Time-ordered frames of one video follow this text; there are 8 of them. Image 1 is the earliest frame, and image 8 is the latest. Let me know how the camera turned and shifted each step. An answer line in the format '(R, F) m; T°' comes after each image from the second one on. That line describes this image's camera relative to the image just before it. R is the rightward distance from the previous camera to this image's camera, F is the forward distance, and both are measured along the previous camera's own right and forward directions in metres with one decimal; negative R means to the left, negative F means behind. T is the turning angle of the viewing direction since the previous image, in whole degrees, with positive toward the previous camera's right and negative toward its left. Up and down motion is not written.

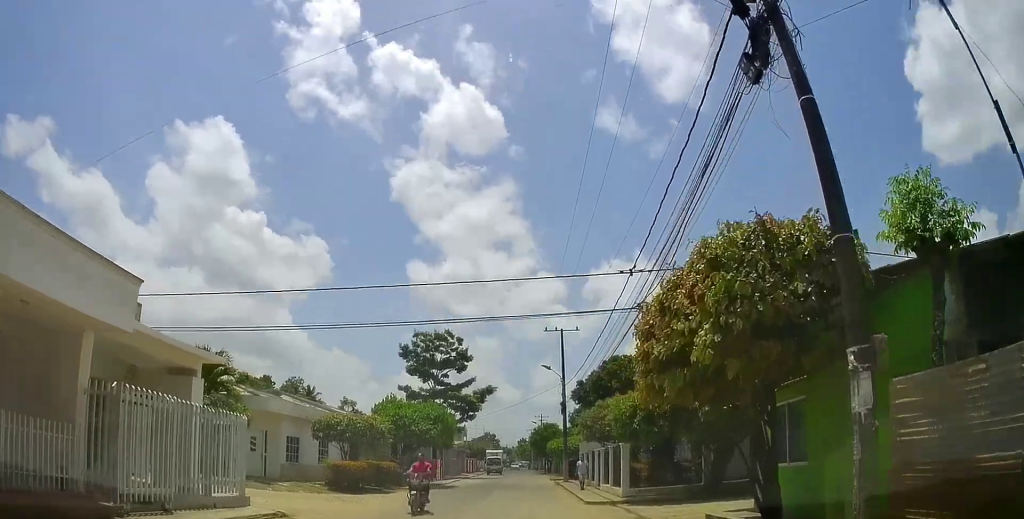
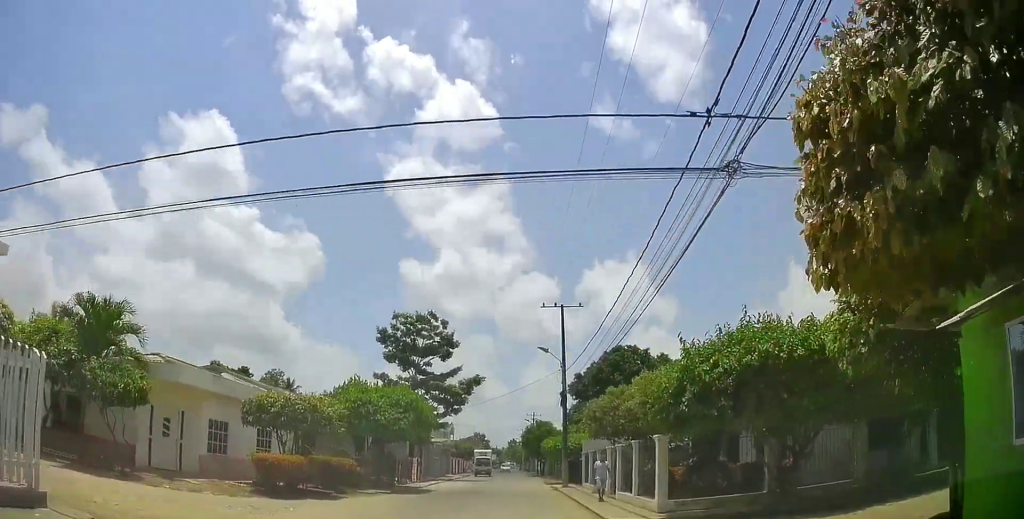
(+0.3, +5.5) m; +3°
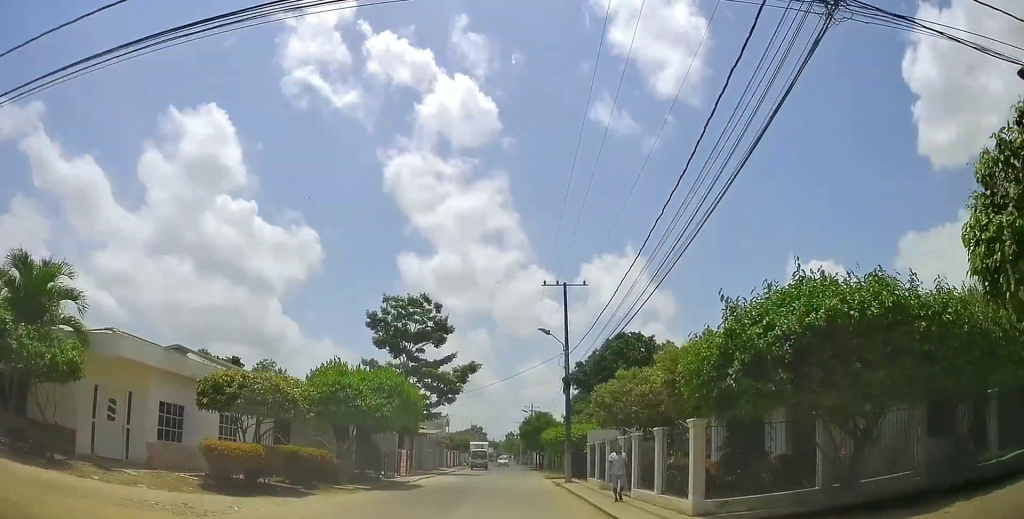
(+0.2, +2.6) m; 0°
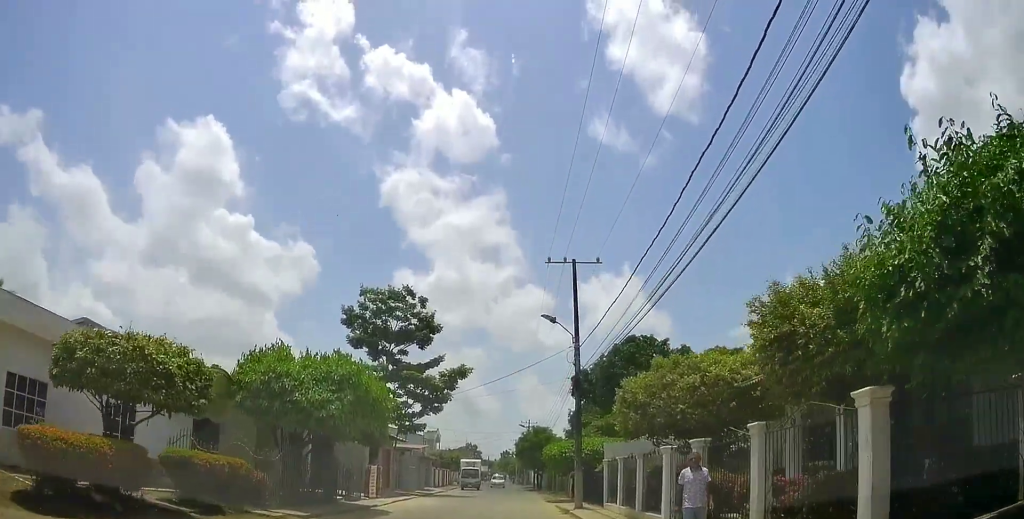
(-0.4, +6.4) m; -4°
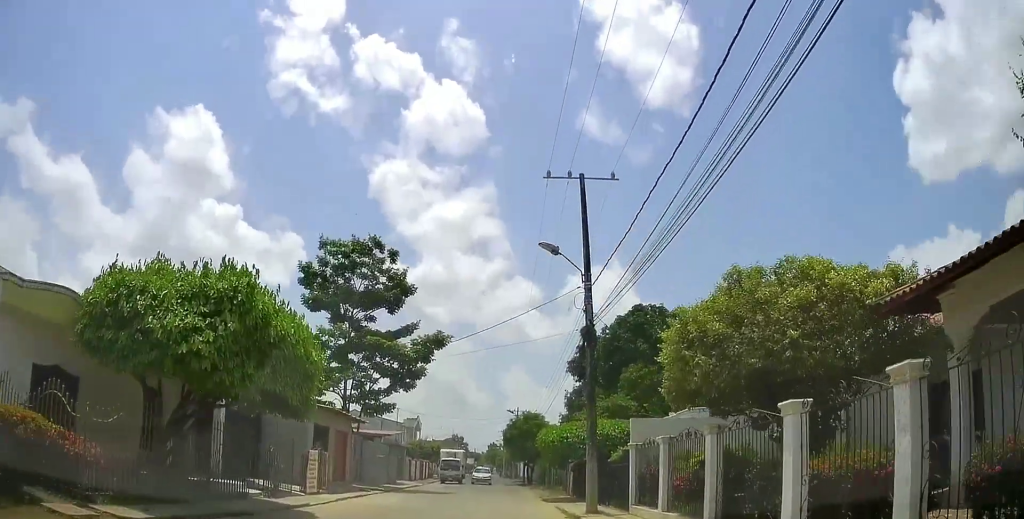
(-0.1, +7.0) m; +3°
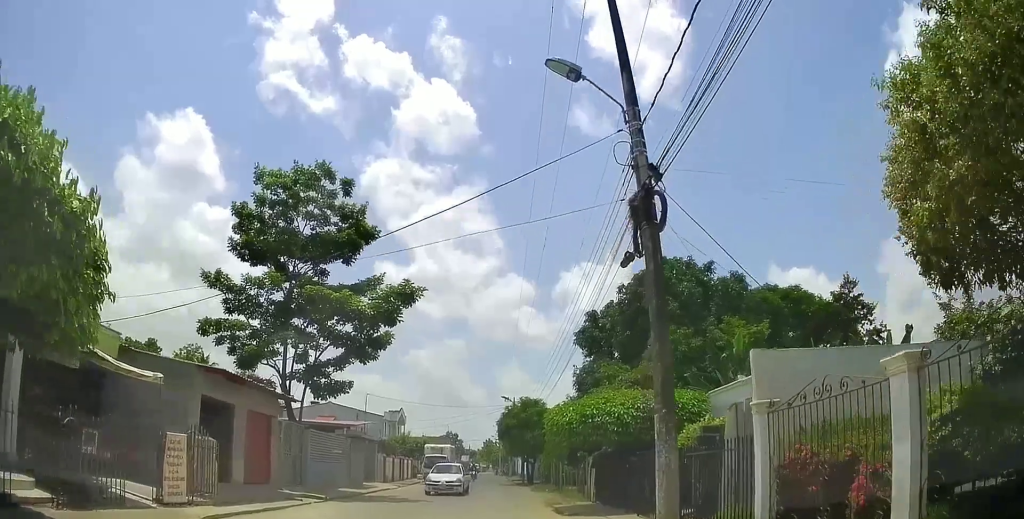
(+0.6, +8.7) m; +5°
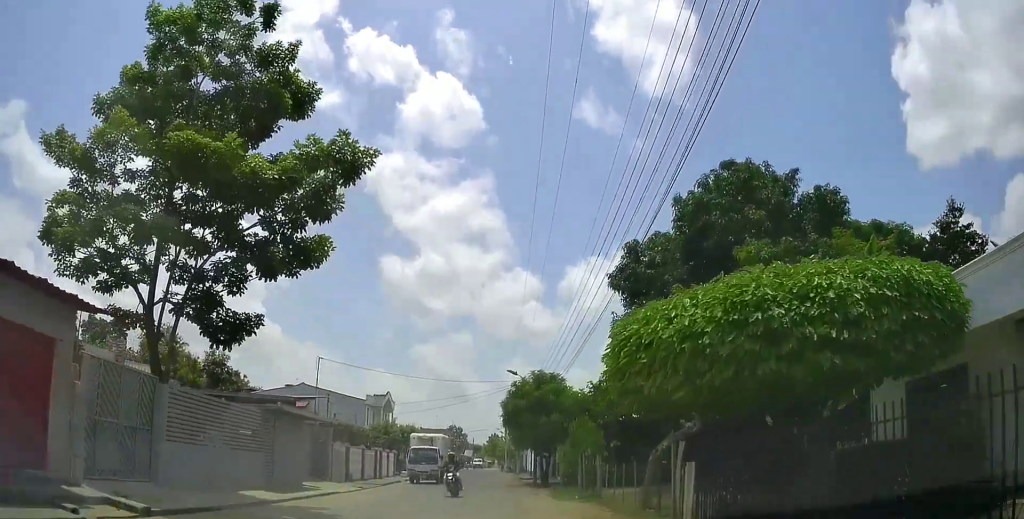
(0.0, +10.3) m; 0°
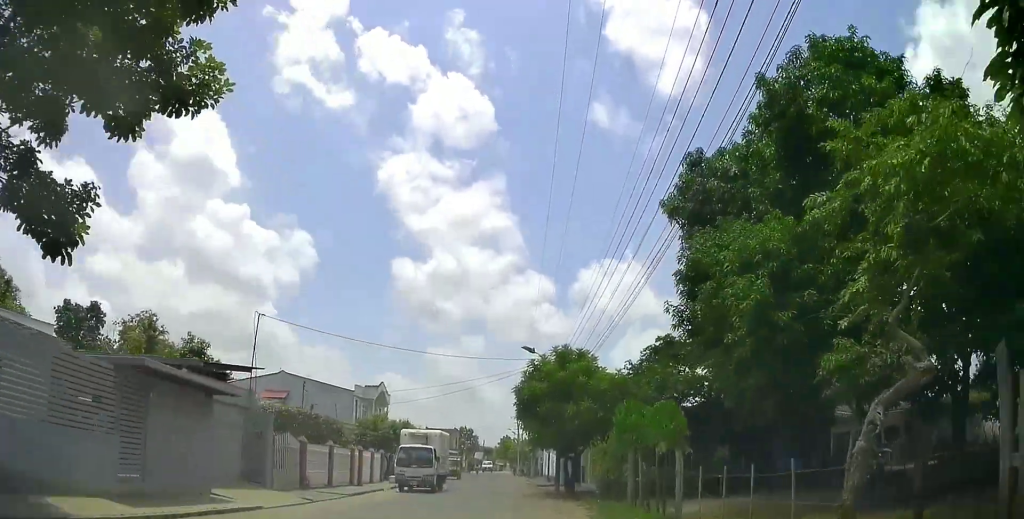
(0.0, +7.6) m; -3°
